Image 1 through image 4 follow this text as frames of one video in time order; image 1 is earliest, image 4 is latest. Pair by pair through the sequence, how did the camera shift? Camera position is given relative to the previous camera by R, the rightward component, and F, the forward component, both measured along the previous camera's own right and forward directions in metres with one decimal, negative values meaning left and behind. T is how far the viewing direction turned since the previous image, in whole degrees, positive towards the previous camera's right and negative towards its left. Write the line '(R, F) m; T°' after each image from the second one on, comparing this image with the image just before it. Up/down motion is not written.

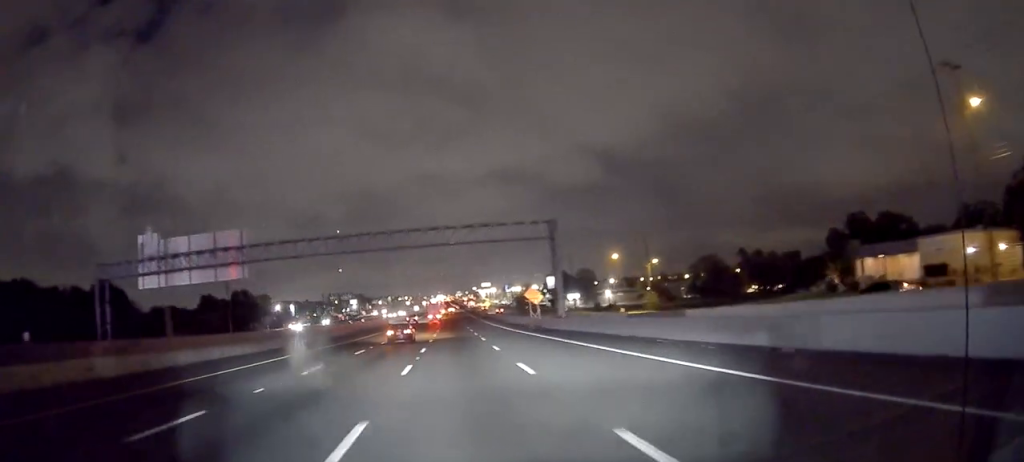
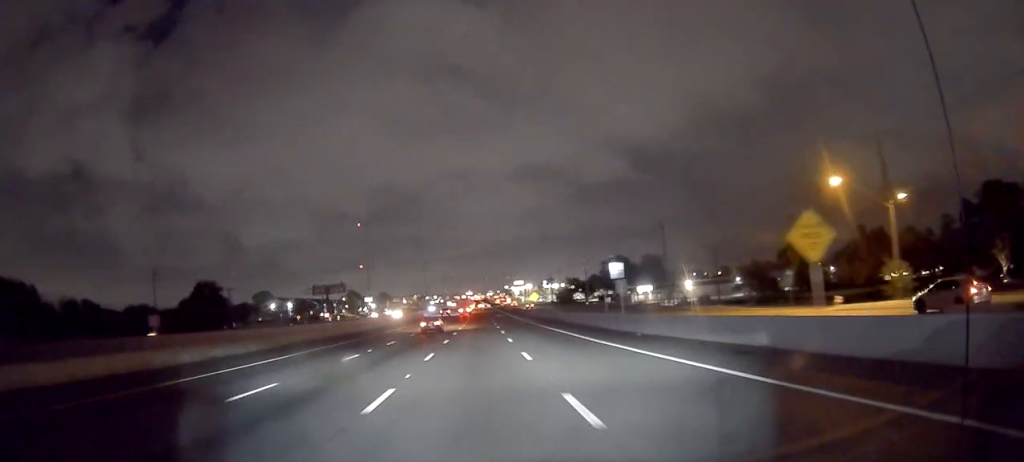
(+0.3, +53.7) m; -1°
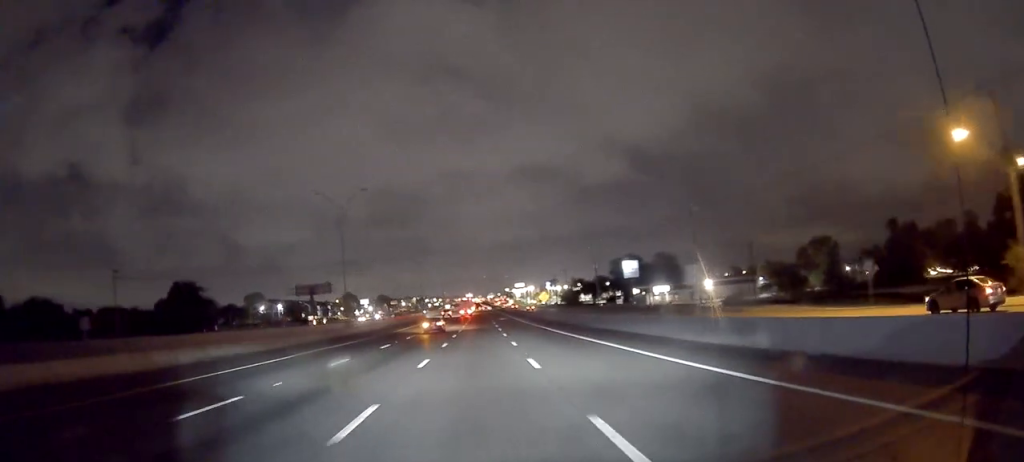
(-0.2, +14.2) m; -1°
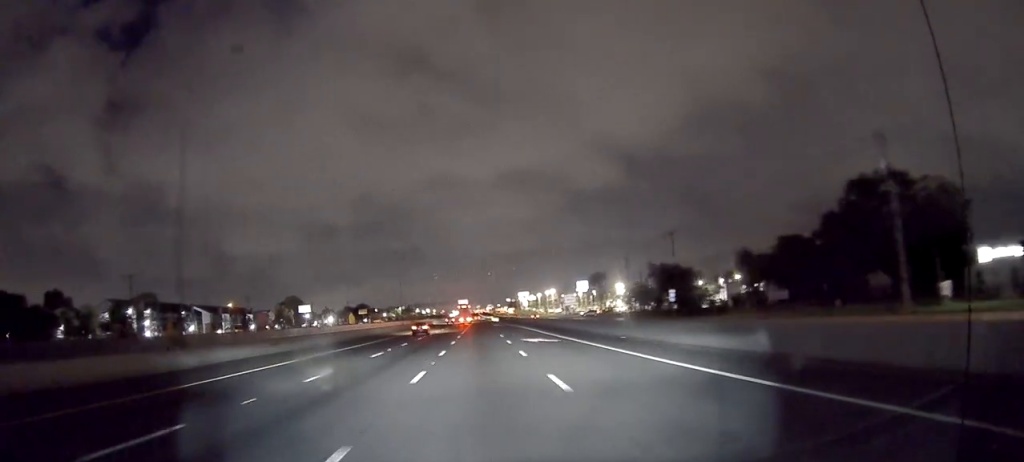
(-0.9, +112.9) m; 0°
